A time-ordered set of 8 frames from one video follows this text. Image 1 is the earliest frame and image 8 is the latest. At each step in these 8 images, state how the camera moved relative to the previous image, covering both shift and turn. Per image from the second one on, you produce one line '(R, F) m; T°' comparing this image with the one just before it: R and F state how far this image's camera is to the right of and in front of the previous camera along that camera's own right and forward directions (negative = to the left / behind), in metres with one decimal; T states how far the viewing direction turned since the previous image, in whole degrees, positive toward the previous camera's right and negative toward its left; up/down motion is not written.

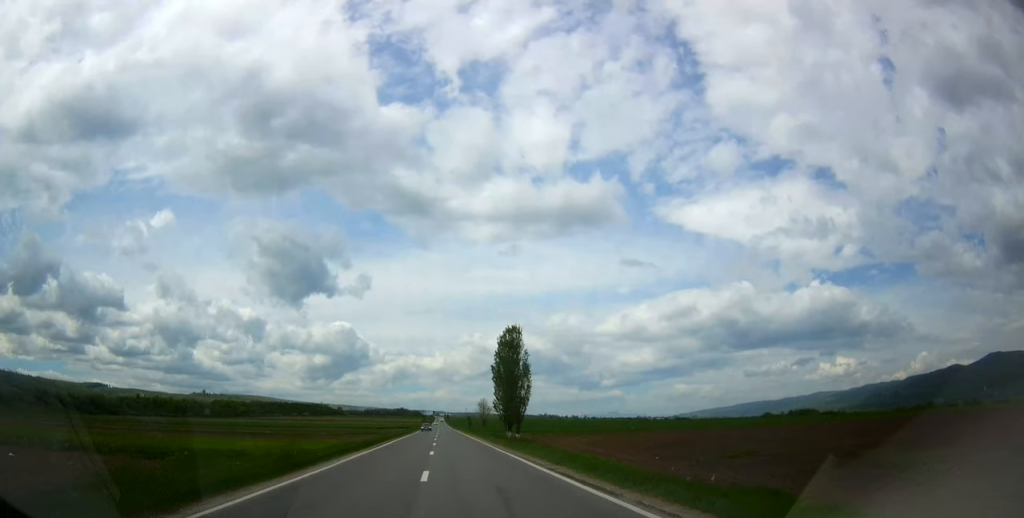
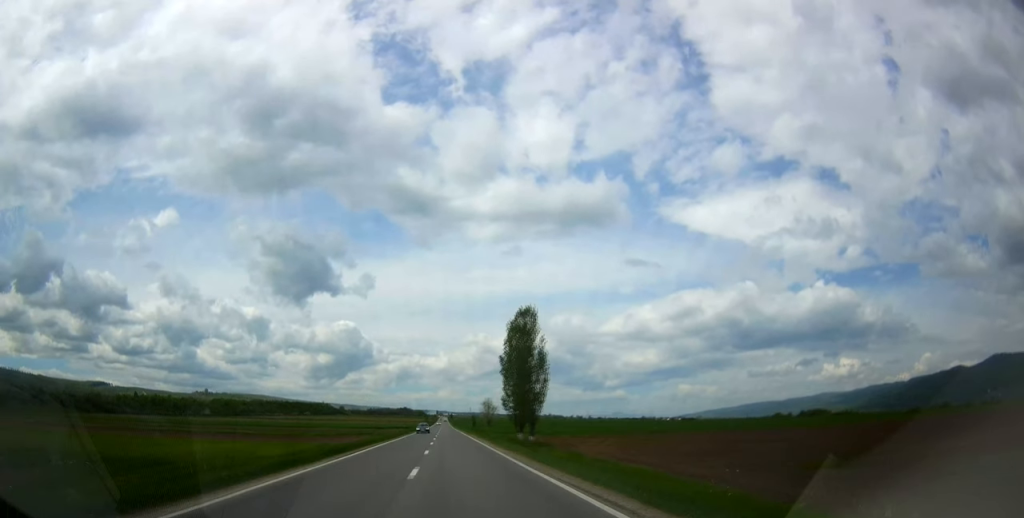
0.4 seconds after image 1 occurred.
(+0.4, +10.7) m; +1°
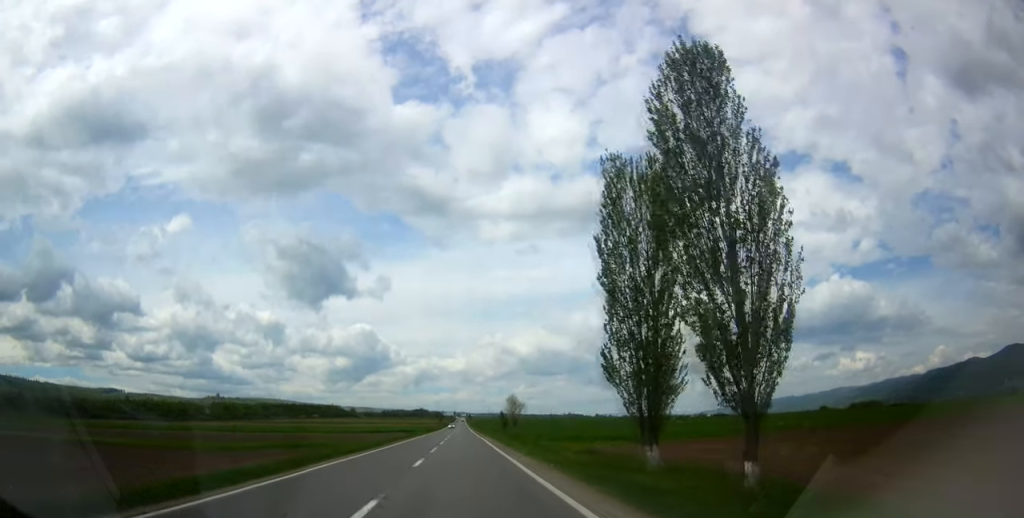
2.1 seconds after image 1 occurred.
(-0.6, +41.9) m; -2°
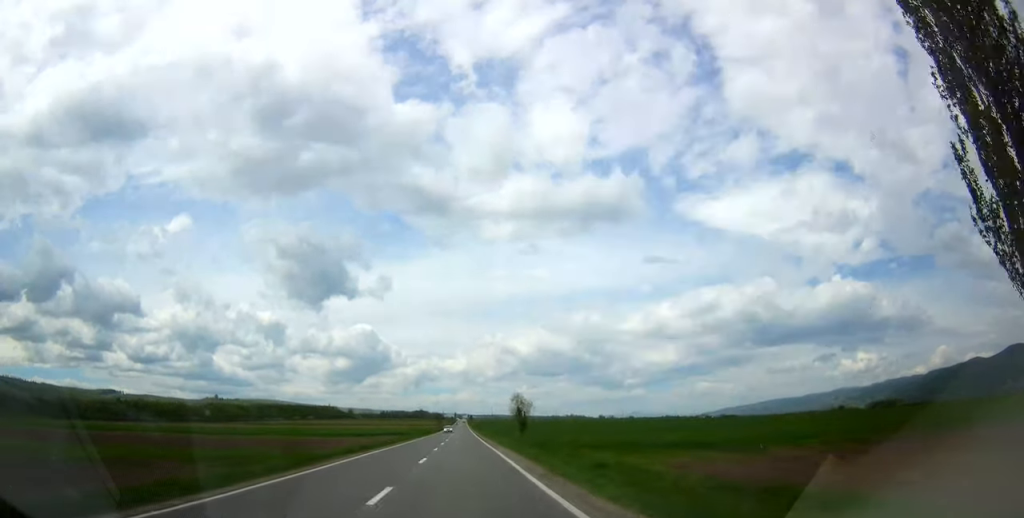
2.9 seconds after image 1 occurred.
(-0.1, +20.6) m; 0°
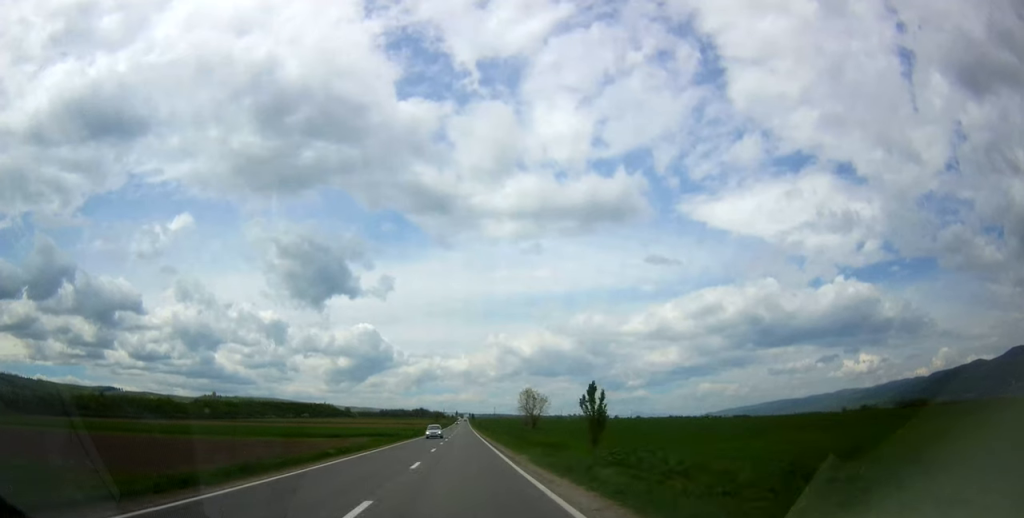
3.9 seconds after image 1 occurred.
(+0.1, +26.3) m; 0°
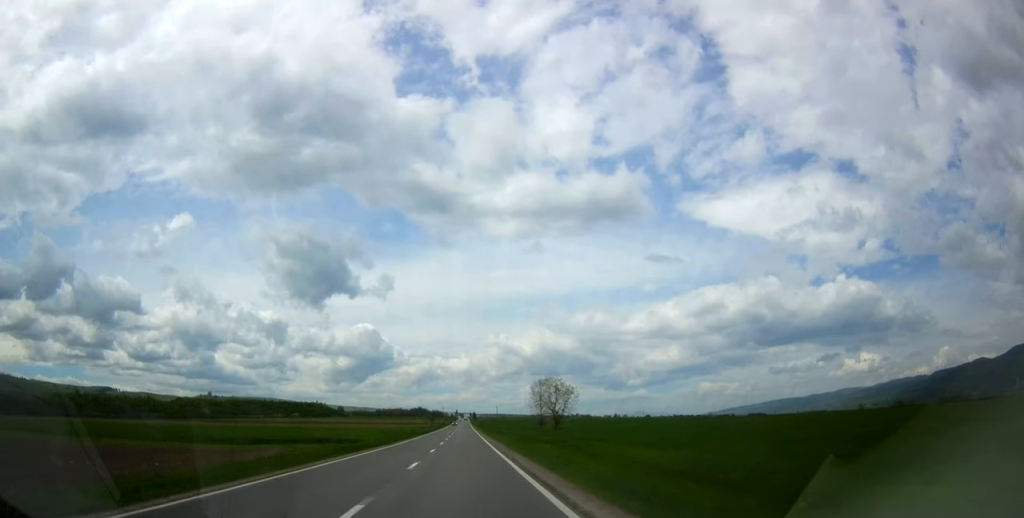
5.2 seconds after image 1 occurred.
(0.0, +35.4) m; 0°
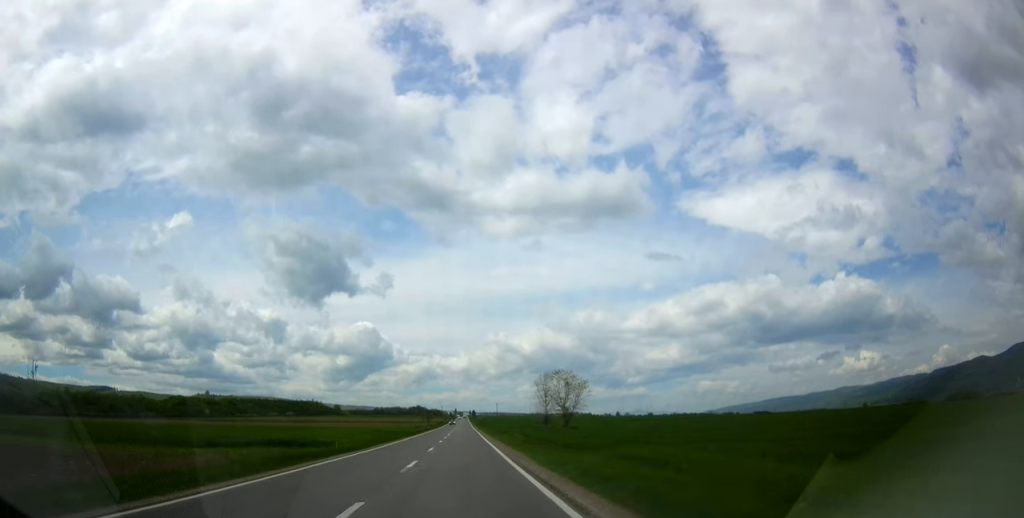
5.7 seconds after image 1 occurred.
(0.0, +11.9) m; 0°
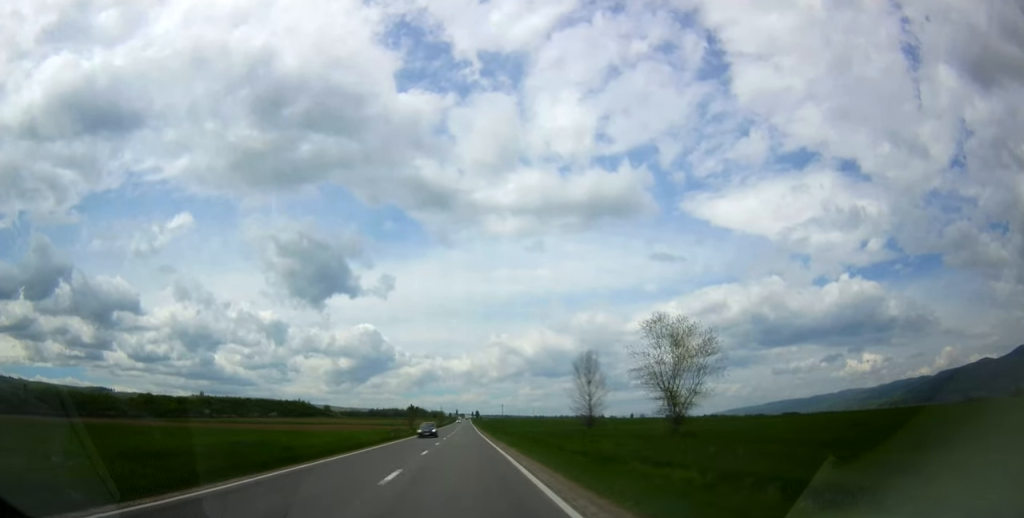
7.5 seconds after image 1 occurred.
(-0.5, +51.1) m; -1°
